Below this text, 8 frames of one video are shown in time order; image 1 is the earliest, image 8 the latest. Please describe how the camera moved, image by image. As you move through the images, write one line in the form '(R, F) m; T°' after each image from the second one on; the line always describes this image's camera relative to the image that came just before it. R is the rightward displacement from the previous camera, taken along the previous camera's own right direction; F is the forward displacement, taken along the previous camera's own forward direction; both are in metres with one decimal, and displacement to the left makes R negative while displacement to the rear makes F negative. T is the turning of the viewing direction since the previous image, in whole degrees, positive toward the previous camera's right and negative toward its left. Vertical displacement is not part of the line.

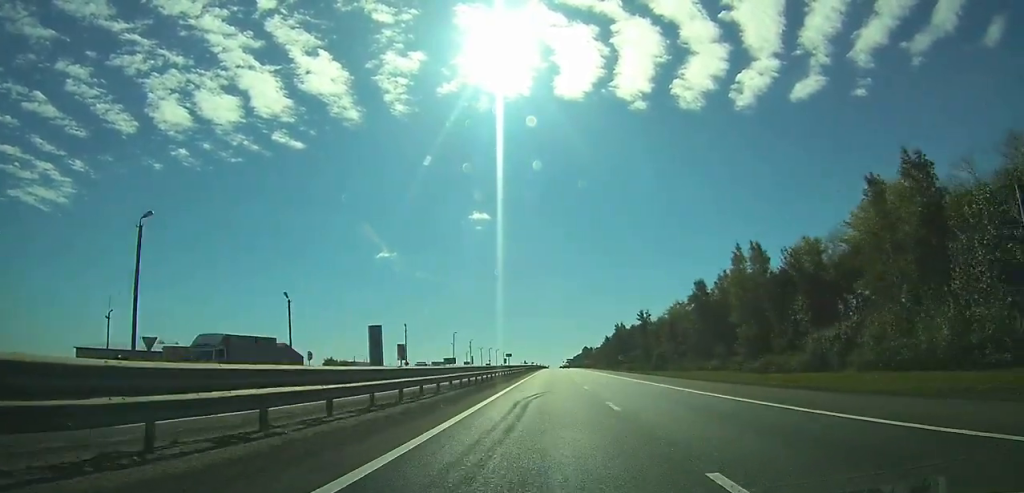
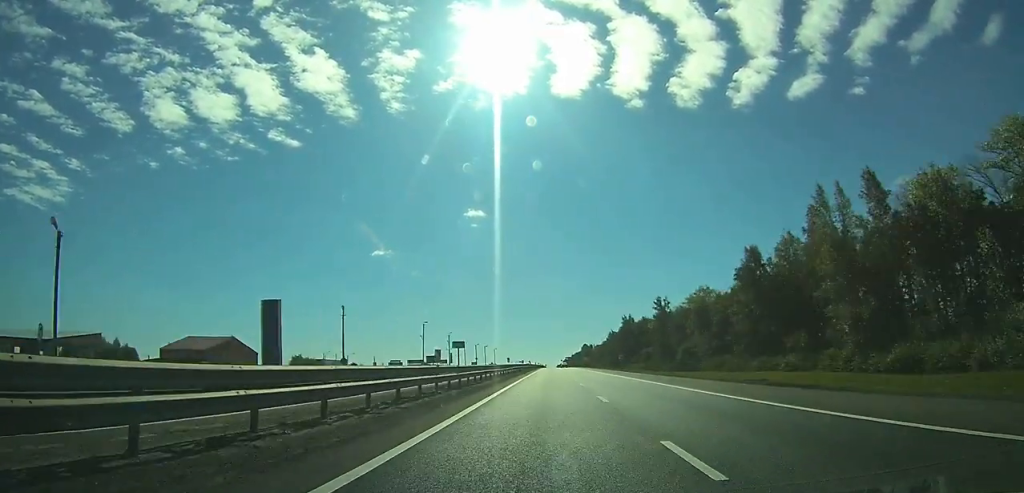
(+0.2, +33.3) m; 0°
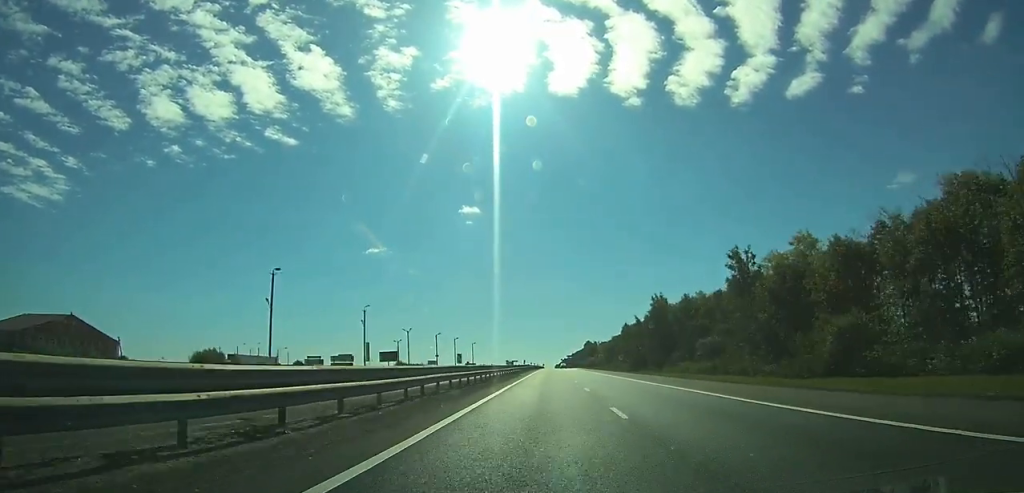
(+0.2, +64.9) m; 0°
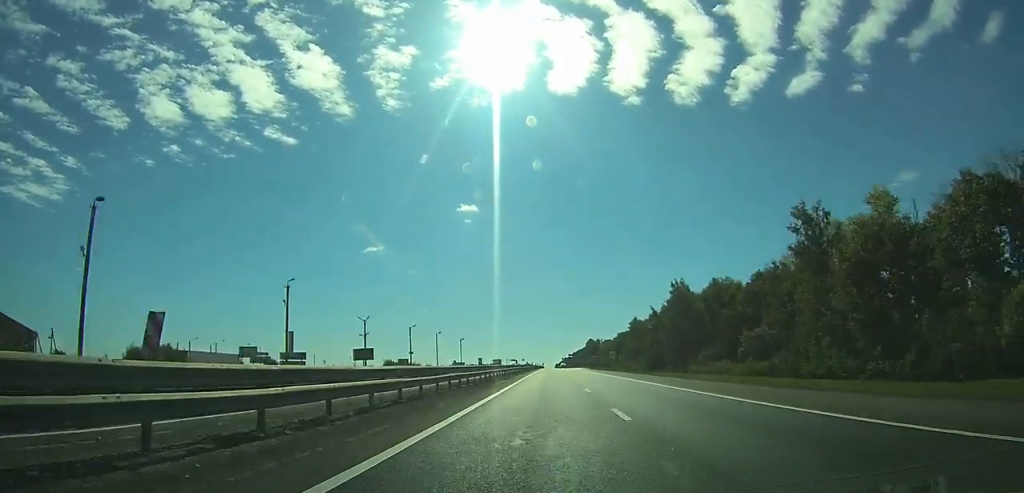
(+0.1, +24.2) m; 0°
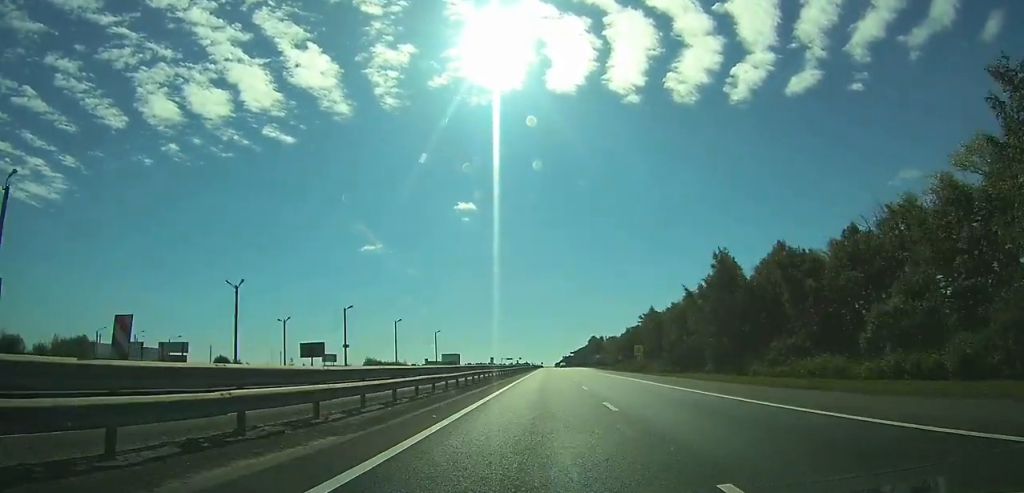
(0.0, +33.5) m; 0°
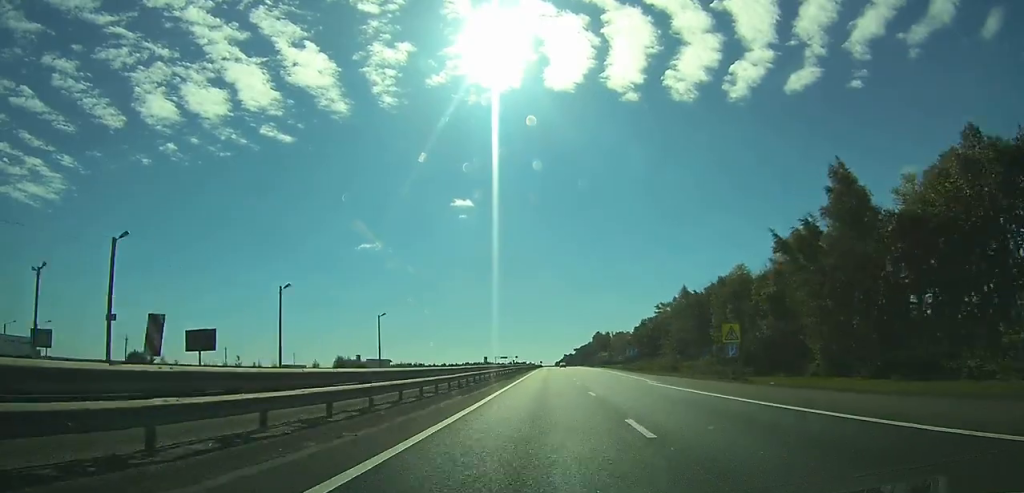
(0.0, +41.0) m; 0°
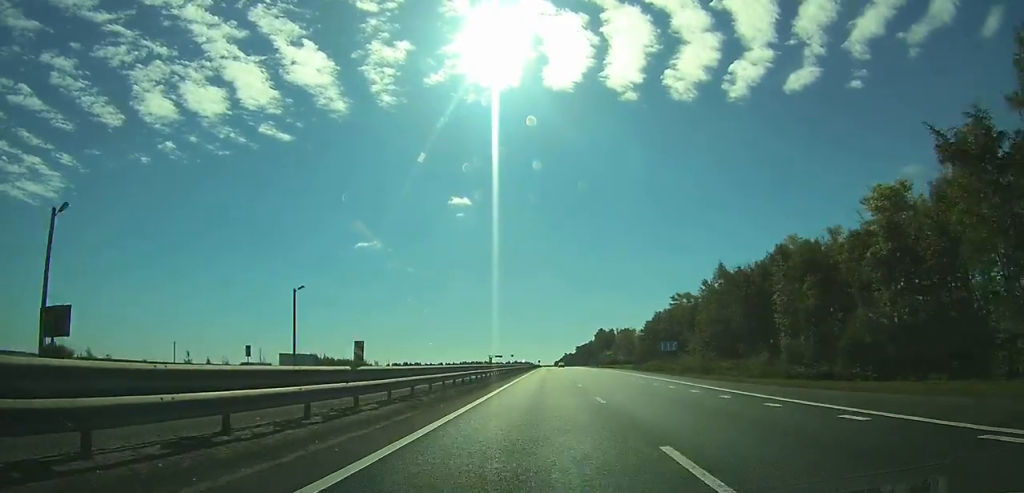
(0.0, +27.9) m; 0°
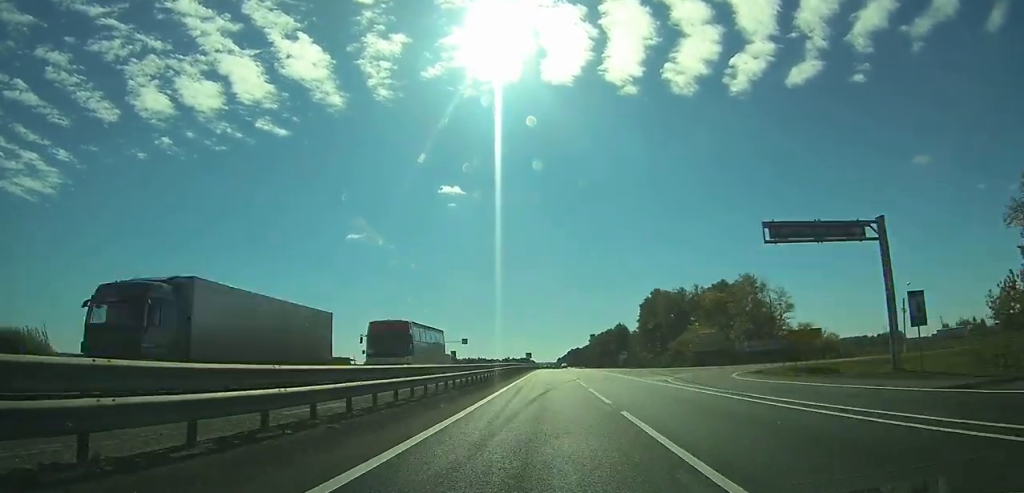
(-0.4, +169.2) m; 0°
